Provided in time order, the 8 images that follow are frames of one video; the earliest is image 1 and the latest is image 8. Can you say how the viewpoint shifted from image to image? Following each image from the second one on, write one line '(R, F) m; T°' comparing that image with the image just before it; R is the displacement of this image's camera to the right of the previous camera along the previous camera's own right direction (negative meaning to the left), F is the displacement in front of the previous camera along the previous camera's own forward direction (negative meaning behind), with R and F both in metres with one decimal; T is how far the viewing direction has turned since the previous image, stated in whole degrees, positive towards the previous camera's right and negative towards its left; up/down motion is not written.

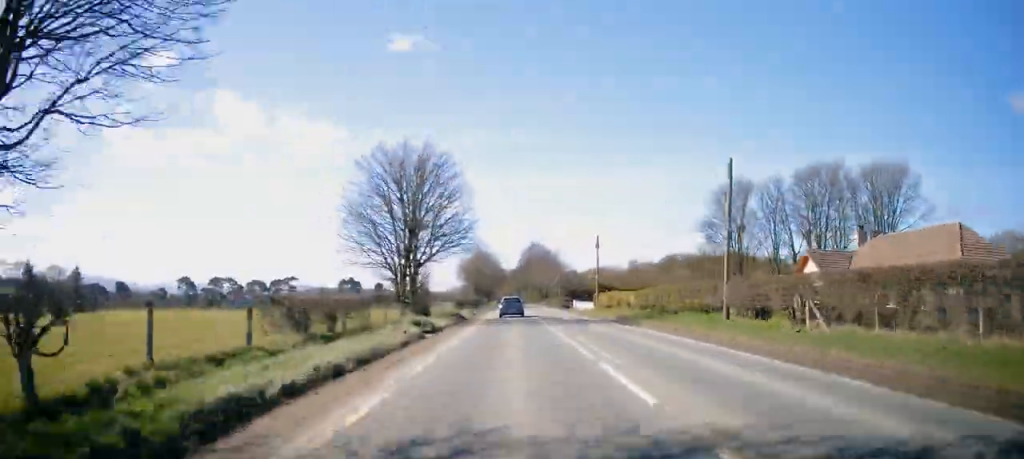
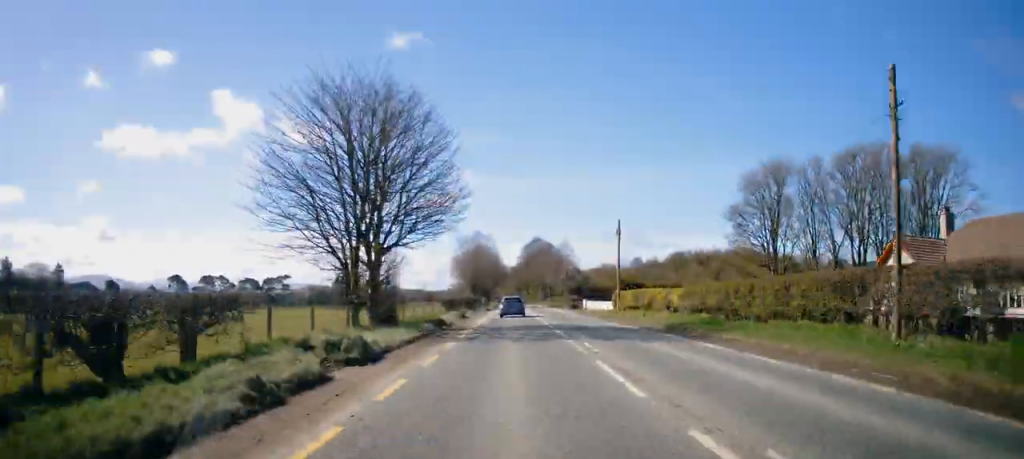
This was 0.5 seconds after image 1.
(0.0, +11.0) m; 0°
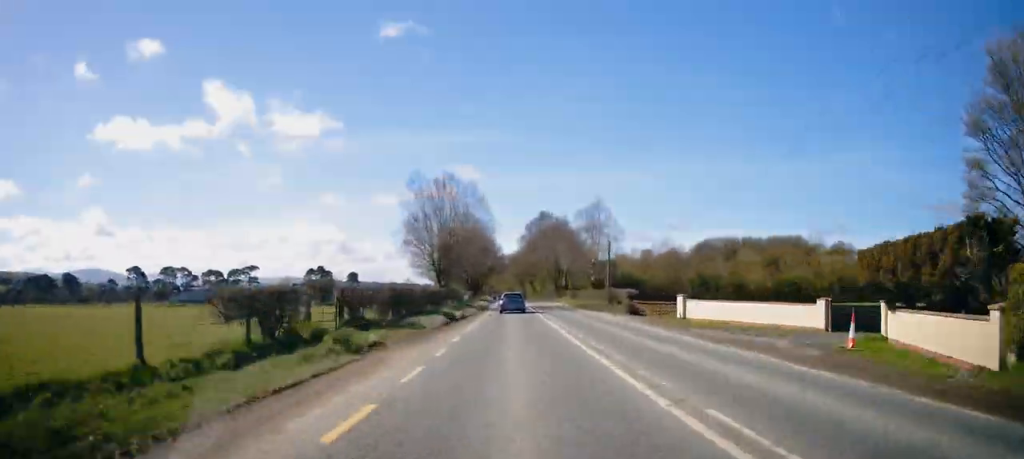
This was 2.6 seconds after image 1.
(-0.1, +42.2) m; 0°
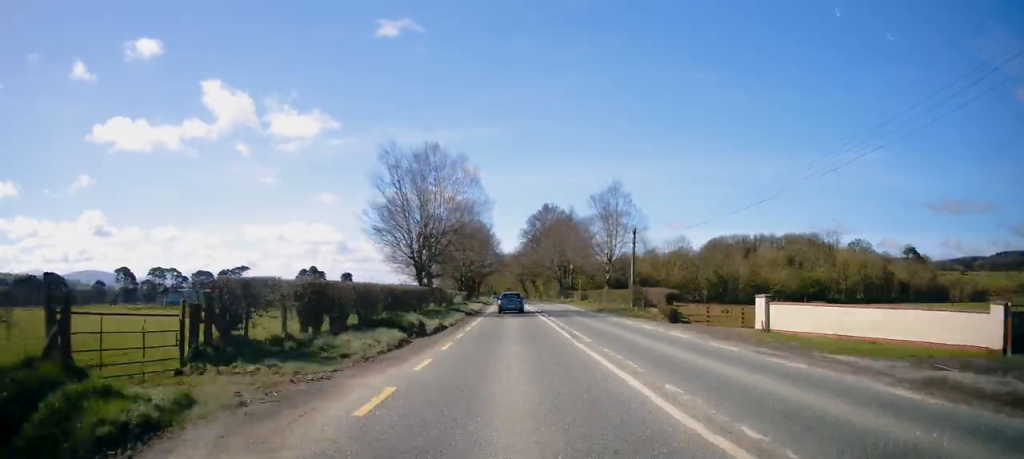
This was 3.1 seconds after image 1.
(+0.2, +10.7) m; 0°
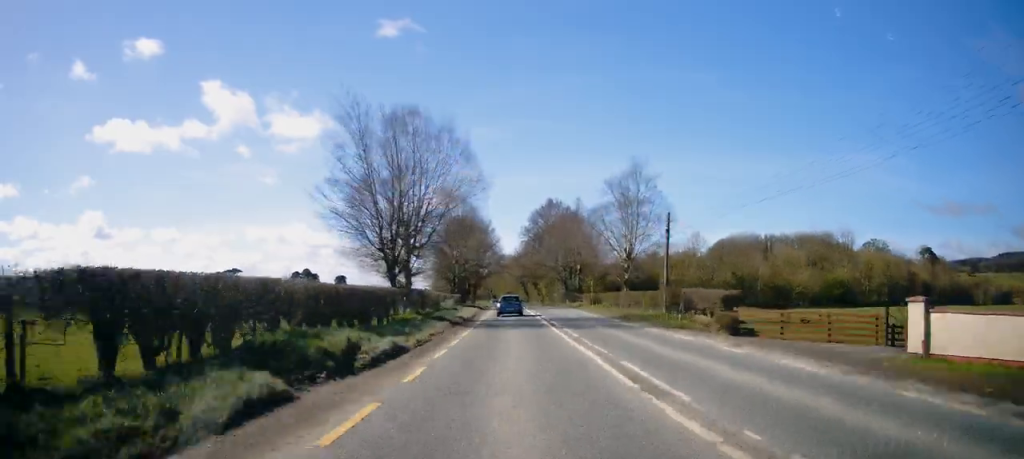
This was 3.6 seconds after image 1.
(0.0, +9.2) m; 0°
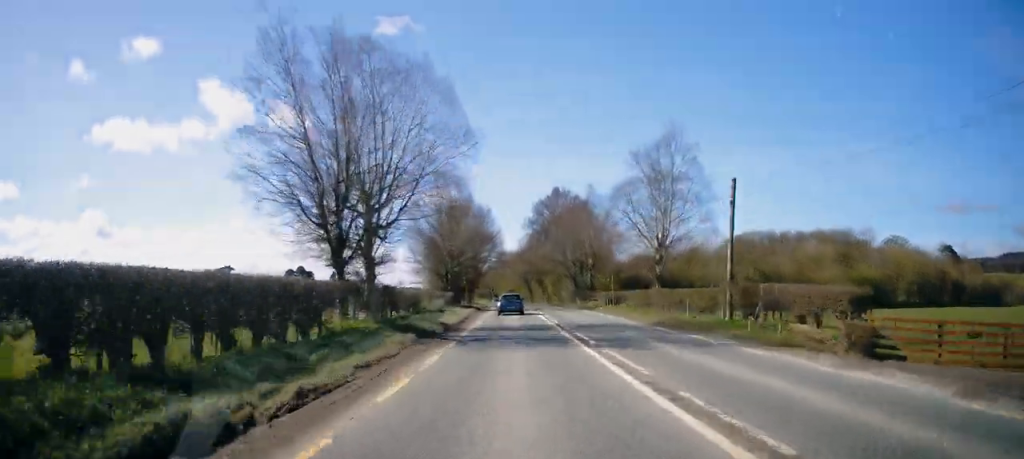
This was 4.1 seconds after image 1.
(-0.1, +9.9) m; 0°
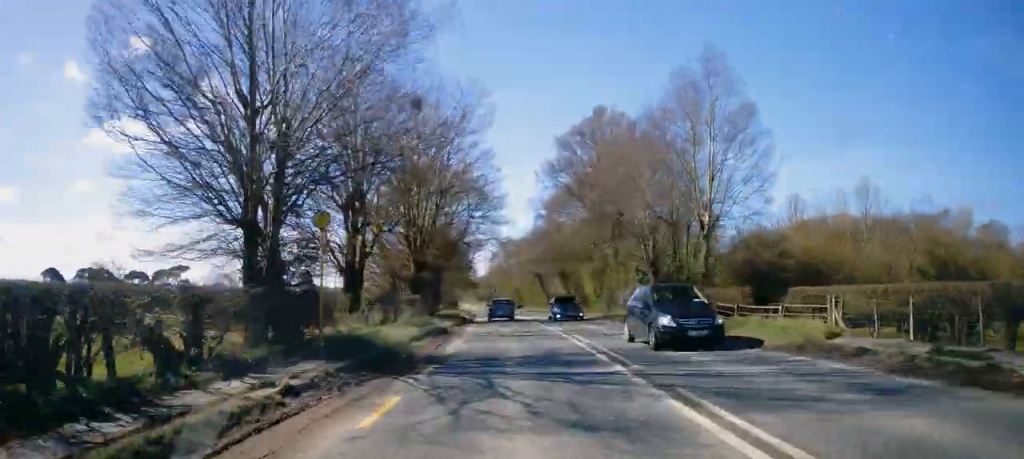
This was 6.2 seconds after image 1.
(-0.6, +42.0) m; -1°
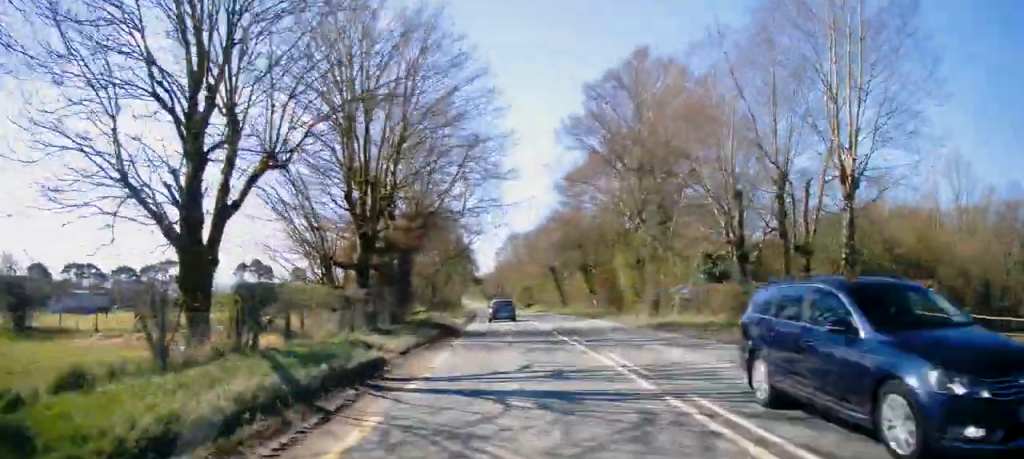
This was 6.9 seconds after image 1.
(+0.1, +13.3) m; -1°
